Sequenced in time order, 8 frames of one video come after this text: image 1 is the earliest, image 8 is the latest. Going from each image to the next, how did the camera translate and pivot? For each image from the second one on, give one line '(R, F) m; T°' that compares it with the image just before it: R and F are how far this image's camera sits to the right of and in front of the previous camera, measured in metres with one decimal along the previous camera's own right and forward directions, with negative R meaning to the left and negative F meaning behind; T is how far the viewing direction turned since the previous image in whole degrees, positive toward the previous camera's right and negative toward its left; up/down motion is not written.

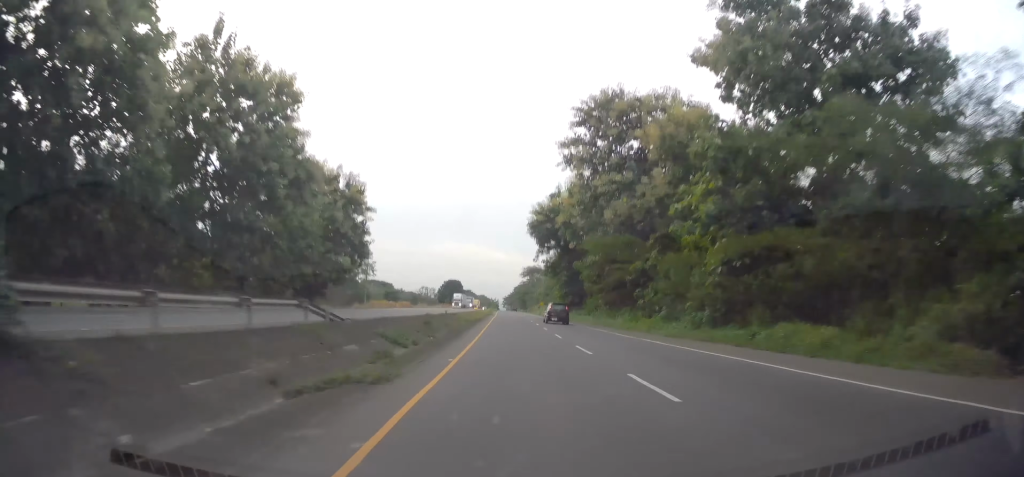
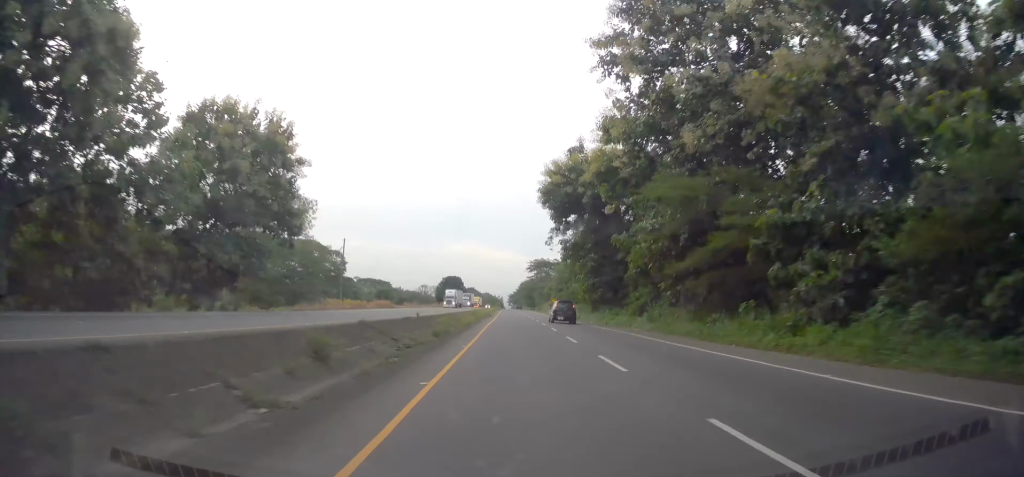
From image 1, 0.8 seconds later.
(-0.6, +21.2) m; -1°
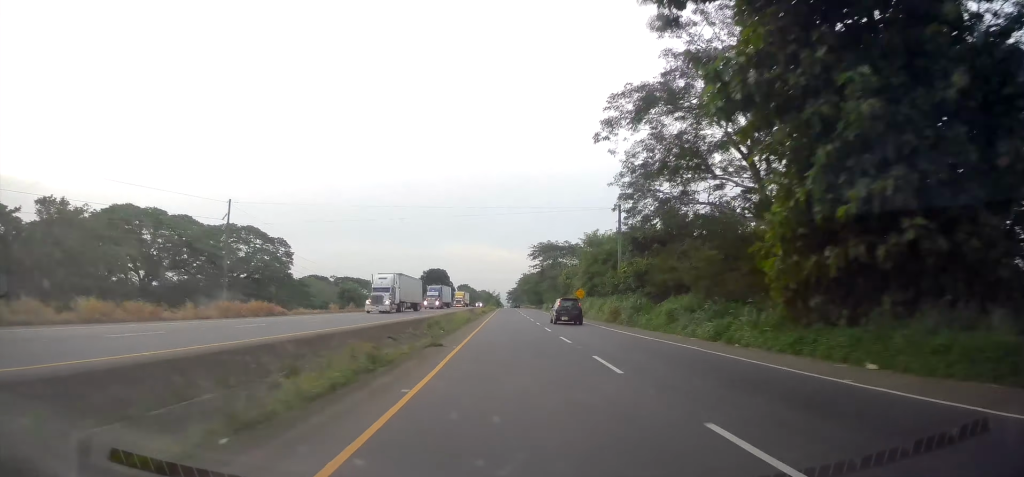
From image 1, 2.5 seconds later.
(-0.5, +42.4) m; -1°
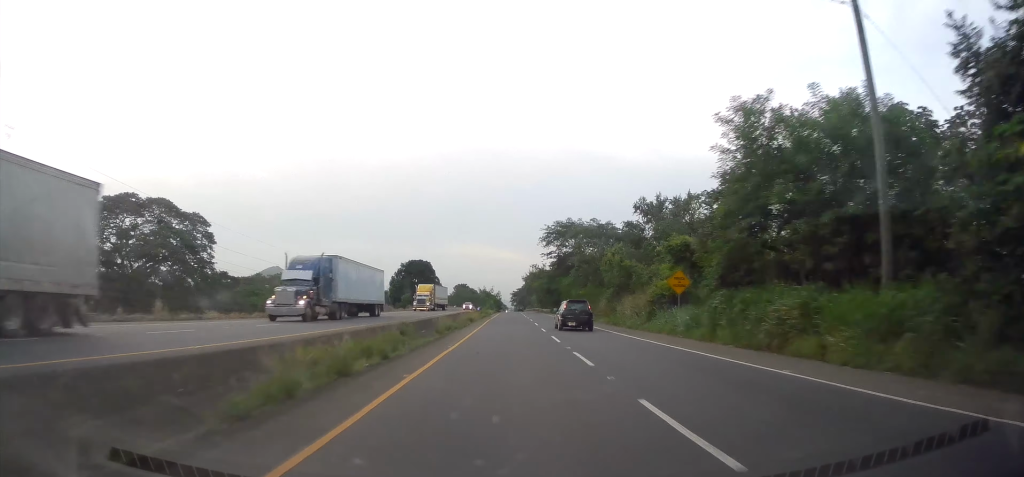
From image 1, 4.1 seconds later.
(-0.2, +40.1) m; -1°
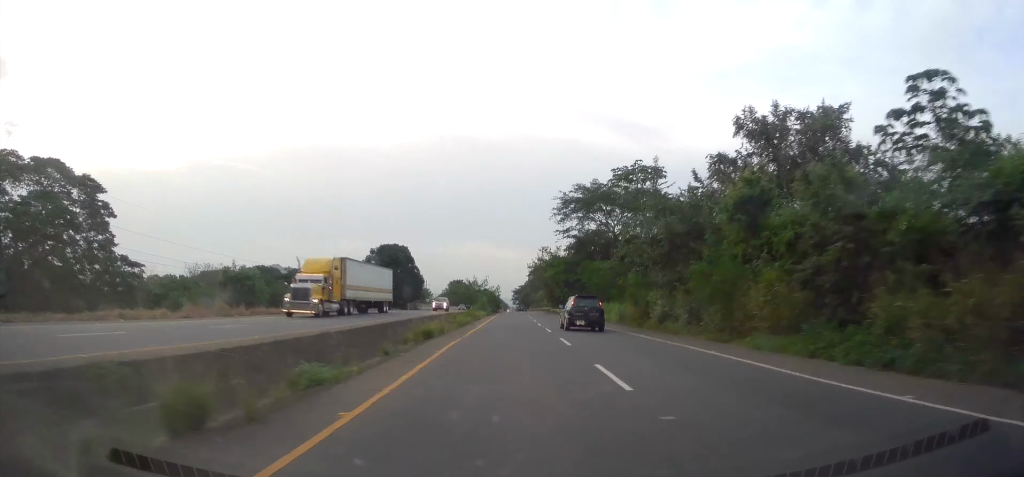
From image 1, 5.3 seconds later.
(-0.3, +29.5) m; 0°
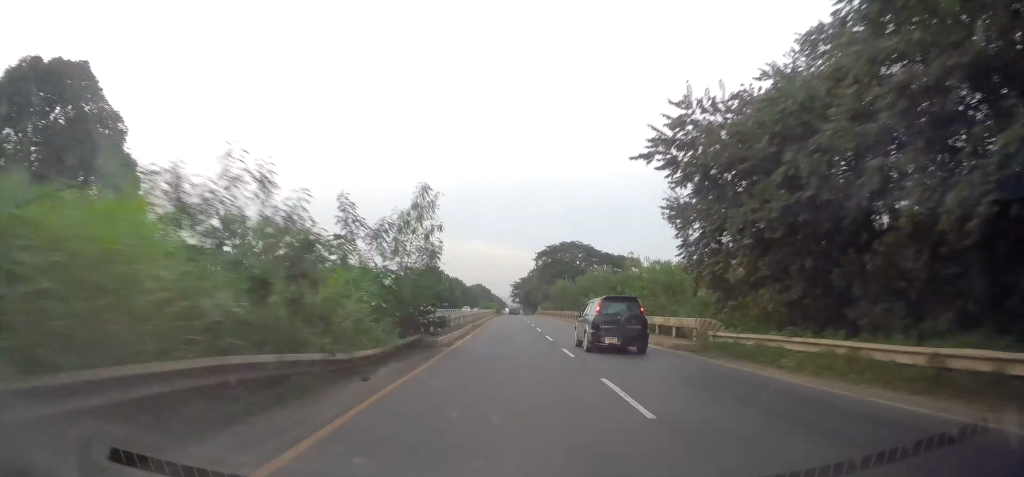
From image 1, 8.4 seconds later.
(+0.3, +79.4) m; 0°
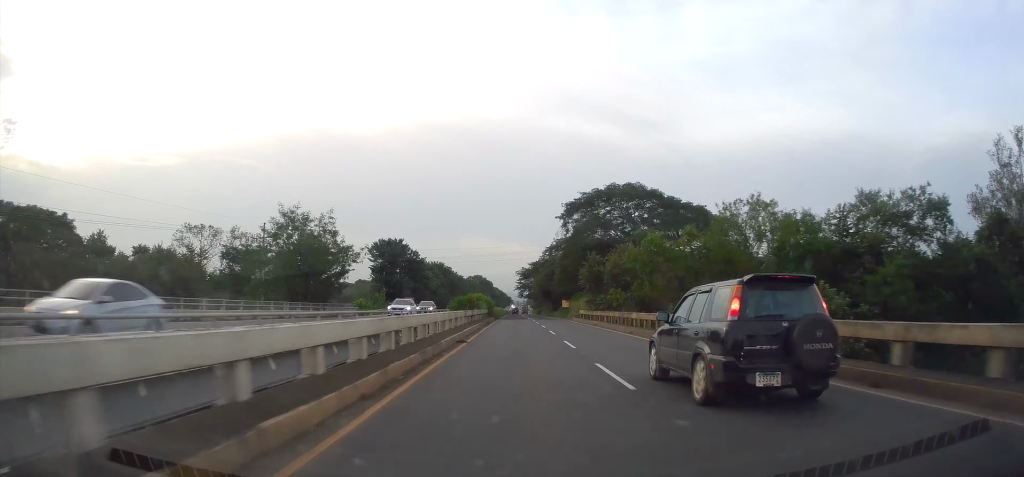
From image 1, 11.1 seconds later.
(-0.3, +66.5) m; -1°
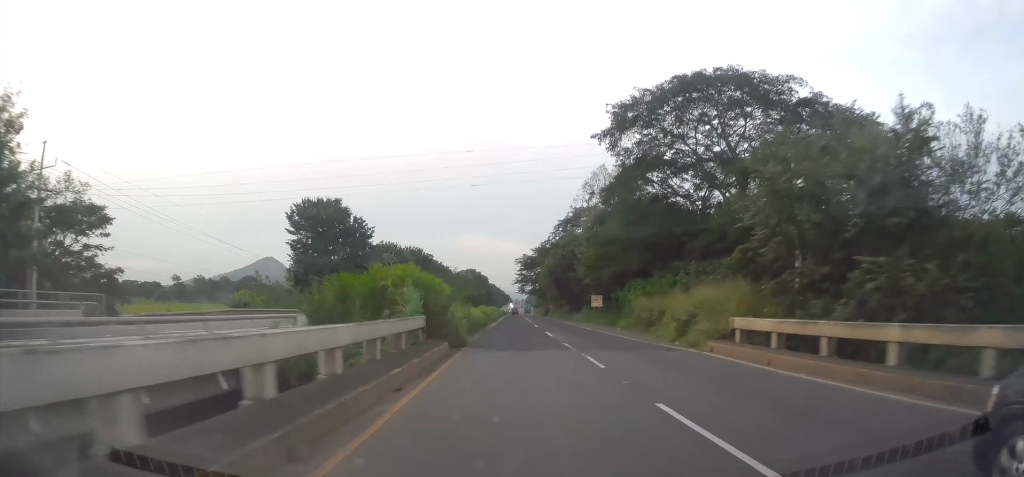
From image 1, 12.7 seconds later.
(0.0, +39.5) m; 0°
